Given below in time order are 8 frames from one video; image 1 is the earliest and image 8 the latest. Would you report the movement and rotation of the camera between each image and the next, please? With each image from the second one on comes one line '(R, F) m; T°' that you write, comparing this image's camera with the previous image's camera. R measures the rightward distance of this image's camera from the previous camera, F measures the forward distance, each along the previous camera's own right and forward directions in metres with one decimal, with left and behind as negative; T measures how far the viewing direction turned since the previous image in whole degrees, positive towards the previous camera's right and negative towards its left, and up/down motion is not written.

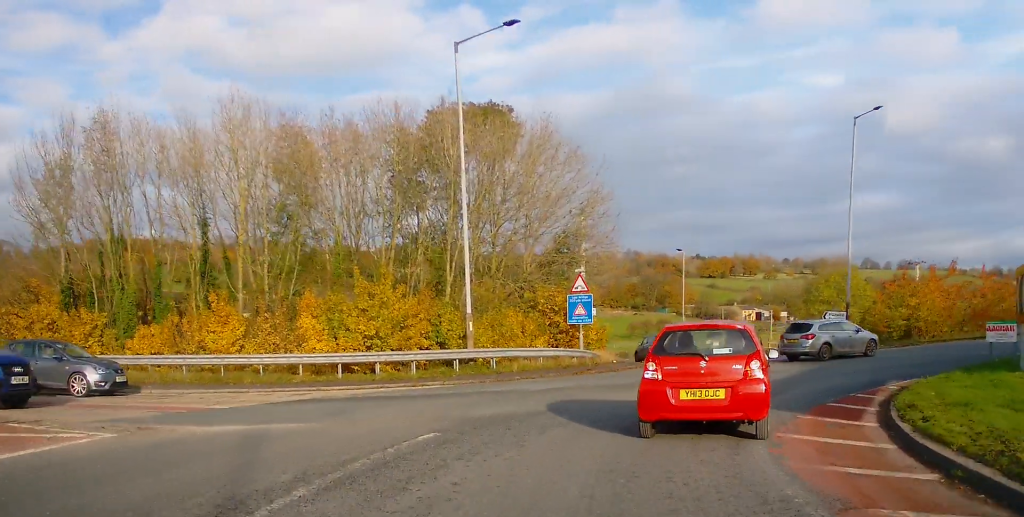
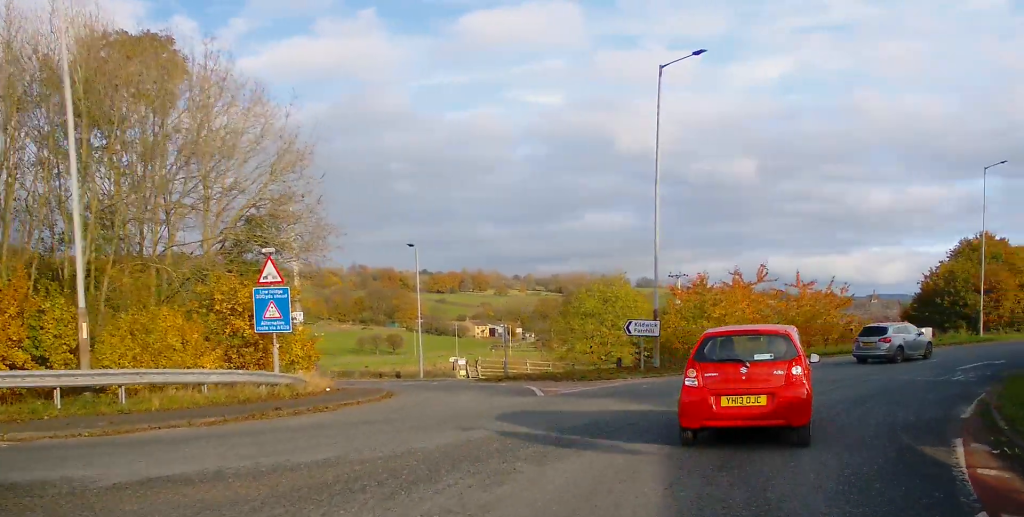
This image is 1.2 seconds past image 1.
(+1.2, +11.0) m; +14°
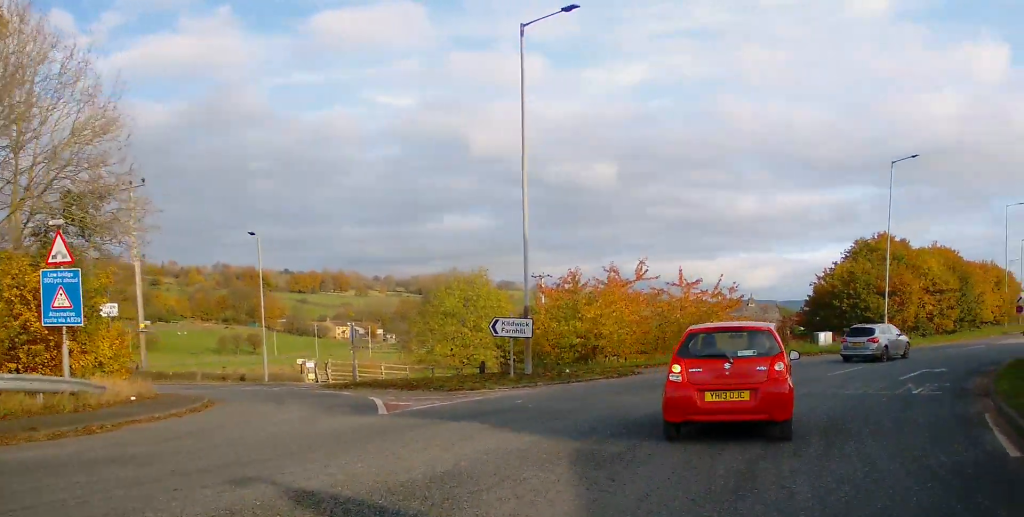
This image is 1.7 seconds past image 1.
(+0.2, +4.6) m; +7°
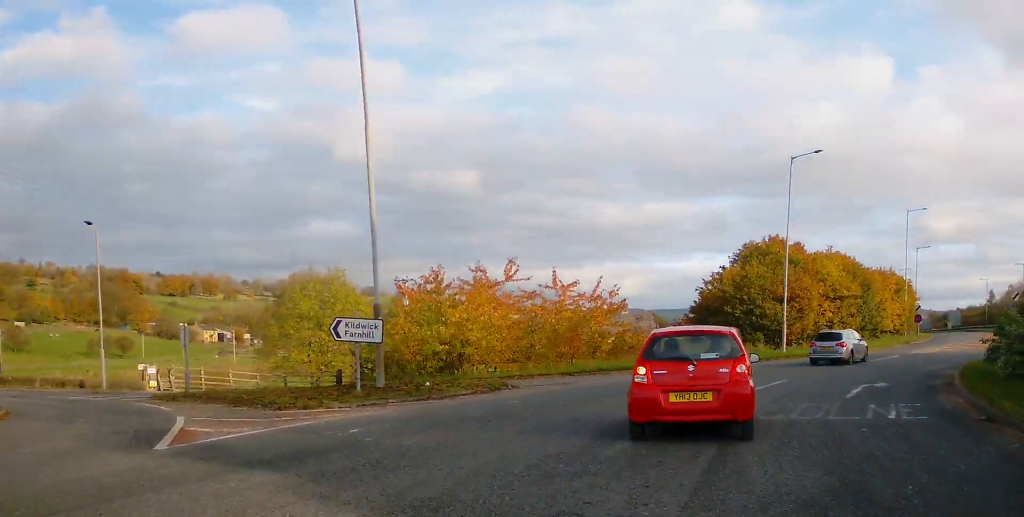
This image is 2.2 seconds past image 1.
(+0.4, +4.4) m; +8°
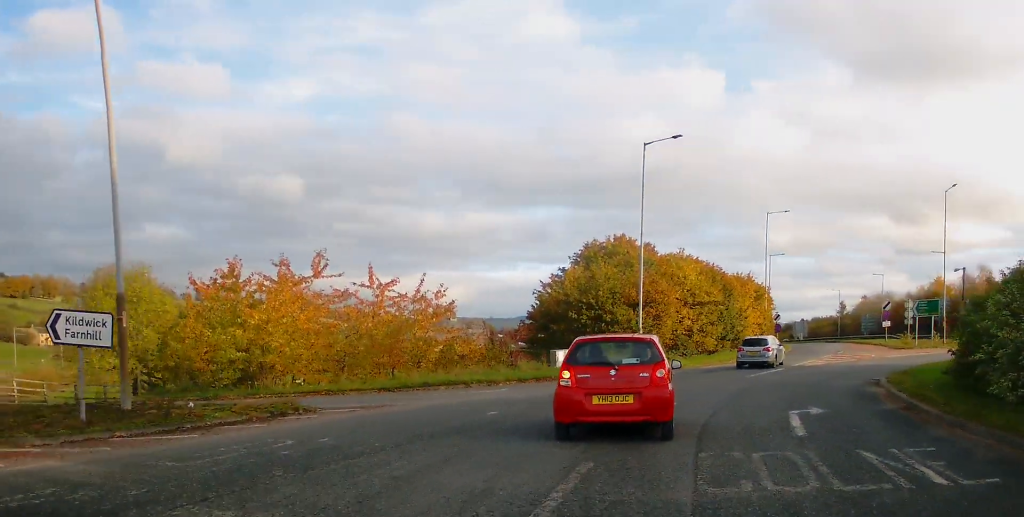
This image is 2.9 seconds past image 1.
(+0.5, +5.9) m; +10°
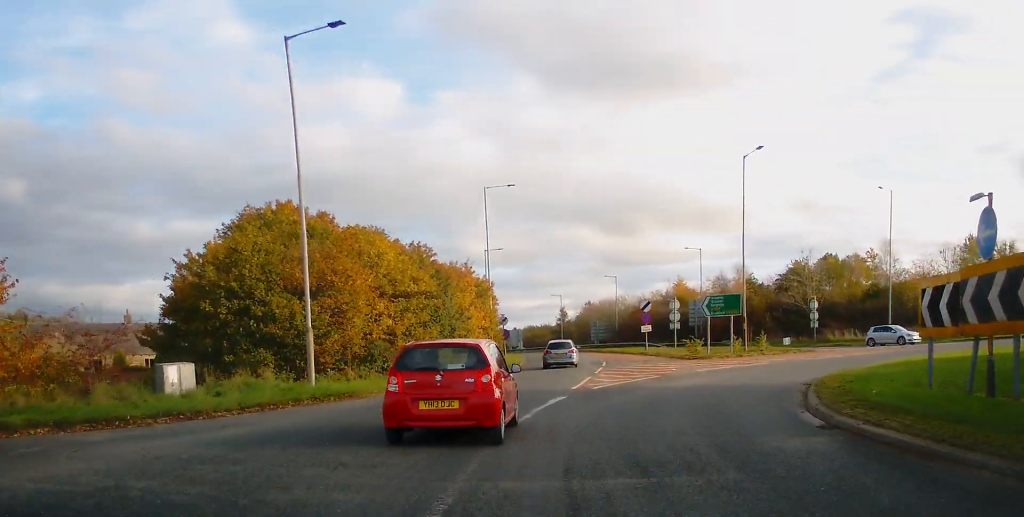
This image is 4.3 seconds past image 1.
(+2.6, +14.0) m; +16°
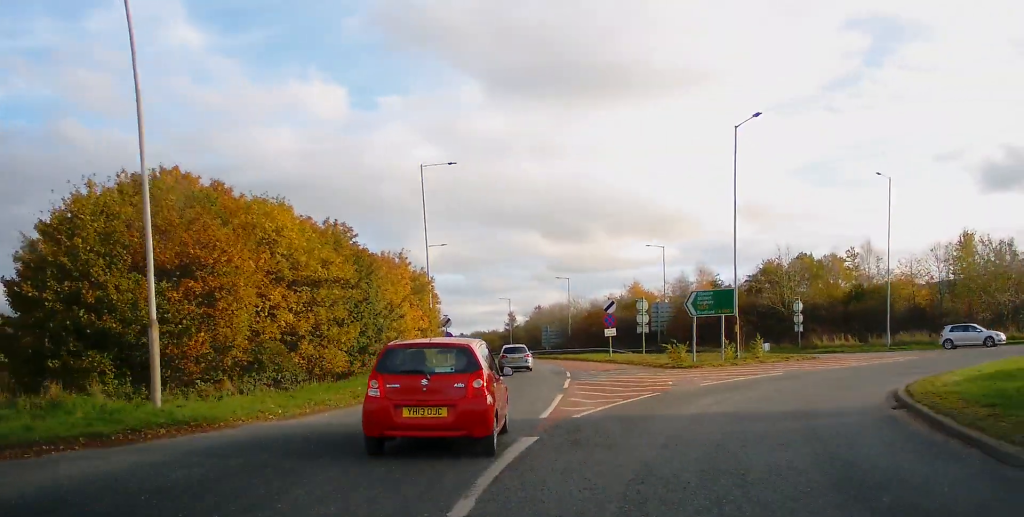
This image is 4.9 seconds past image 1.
(+0.3, +6.9) m; +5°
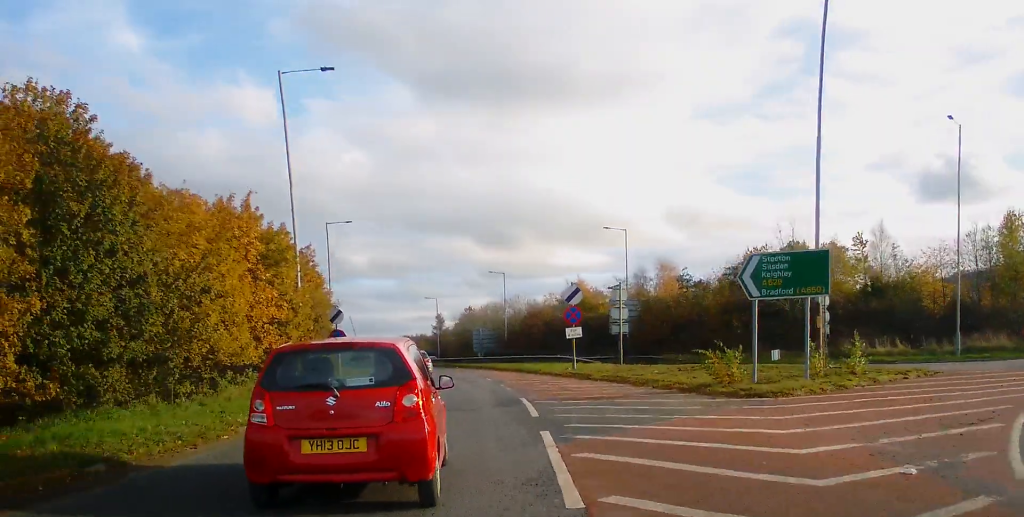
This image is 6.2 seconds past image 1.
(+1.4, +15.2) m; +10°
